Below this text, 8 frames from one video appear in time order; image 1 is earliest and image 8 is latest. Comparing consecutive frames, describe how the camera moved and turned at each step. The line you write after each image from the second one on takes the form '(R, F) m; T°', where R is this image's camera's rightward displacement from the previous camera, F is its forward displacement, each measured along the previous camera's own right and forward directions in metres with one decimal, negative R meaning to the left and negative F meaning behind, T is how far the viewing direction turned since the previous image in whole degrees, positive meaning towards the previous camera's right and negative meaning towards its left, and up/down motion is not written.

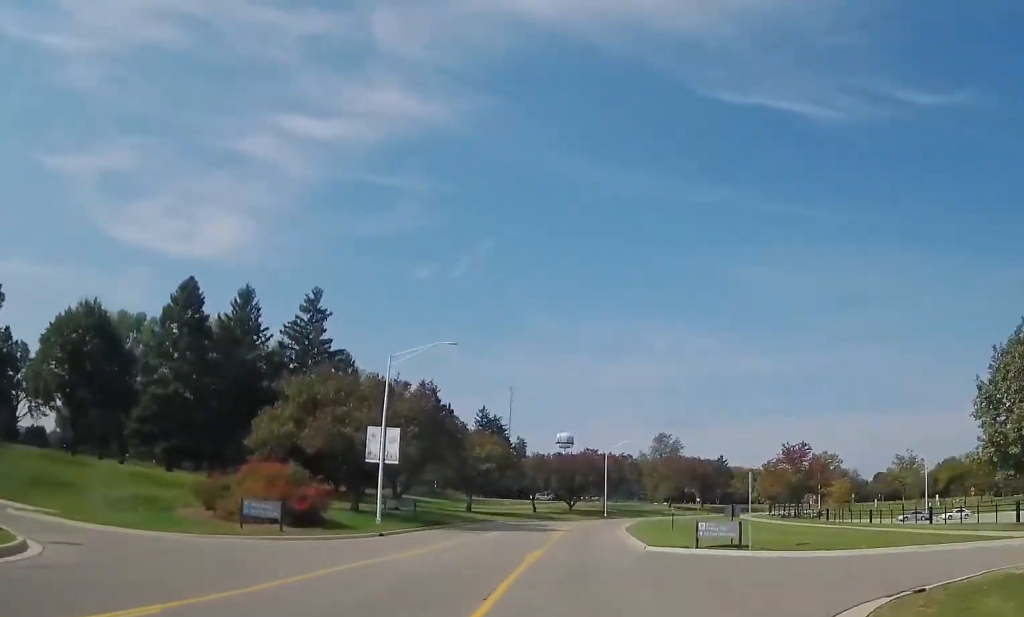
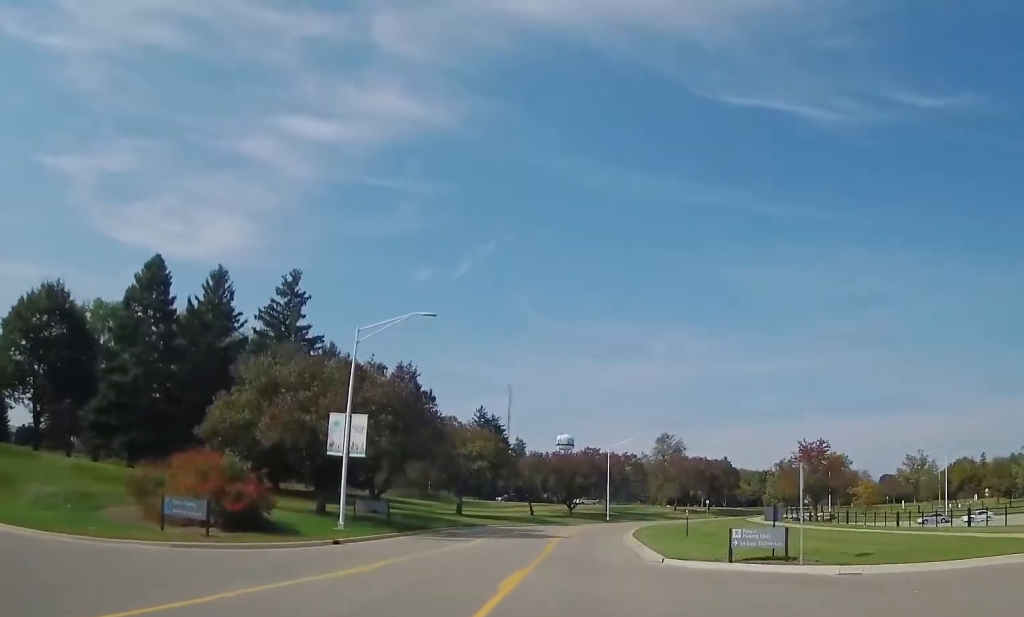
(+0.1, +5.9) m; -1°
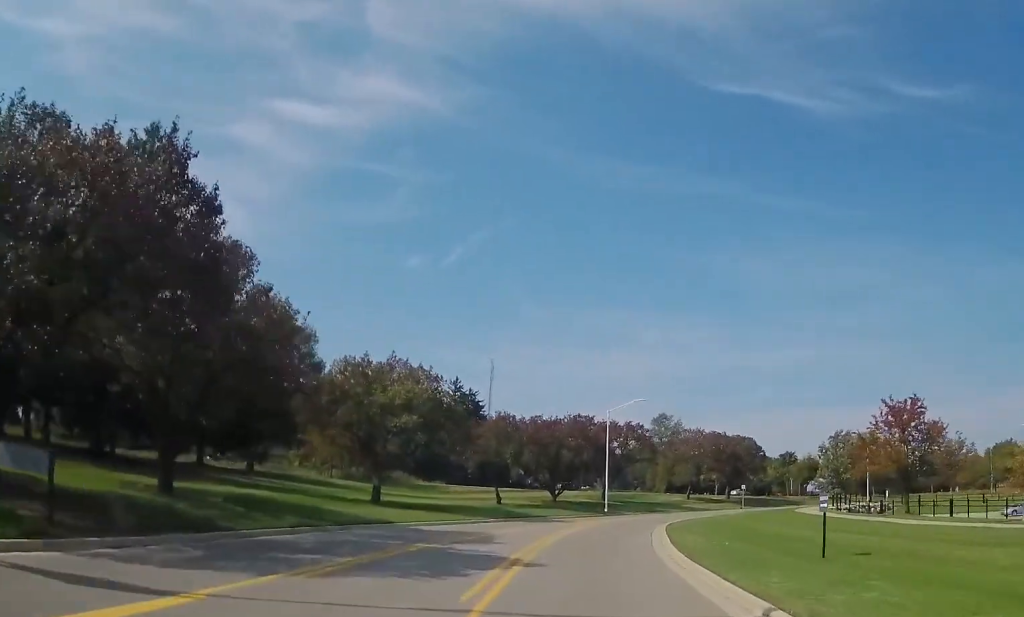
(-0.9, +23.7) m; 0°
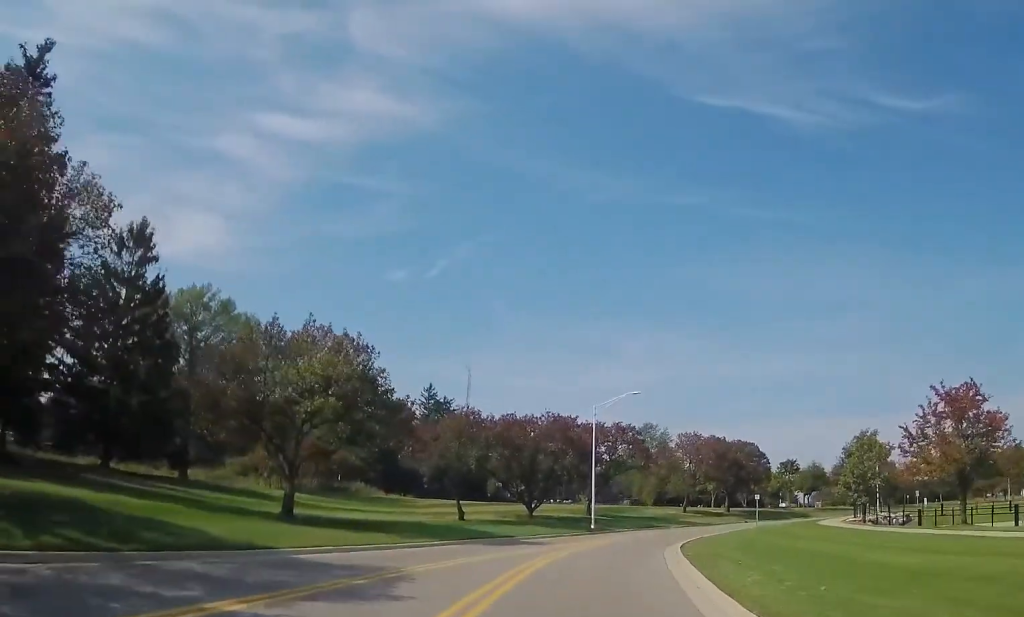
(+0.4, +10.4) m; +2°
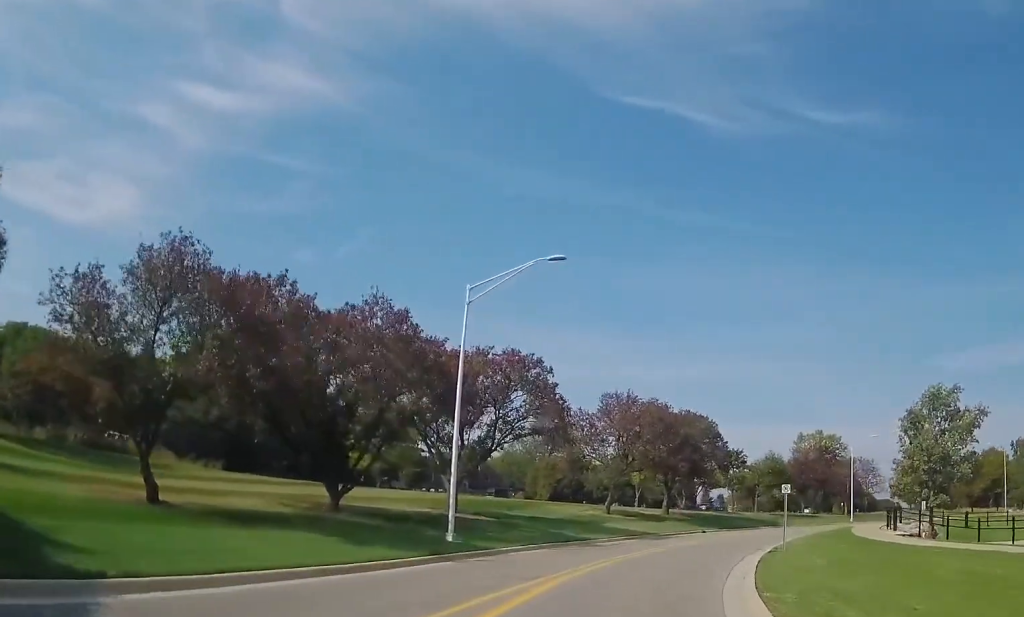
(+1.2, +26.7) m; +7°
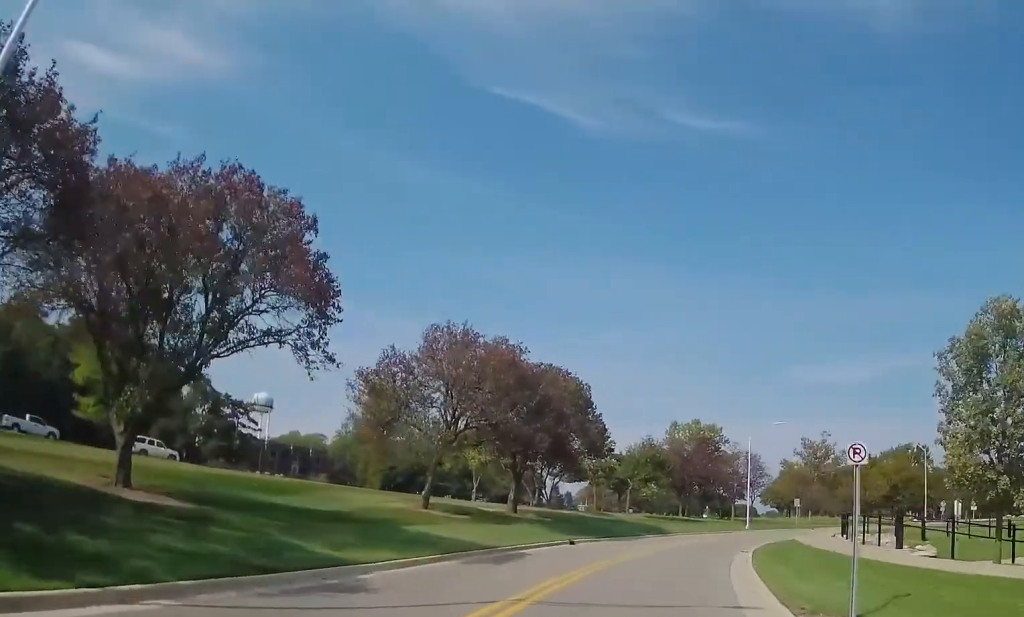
(+1.1, +17.6) m; +12°
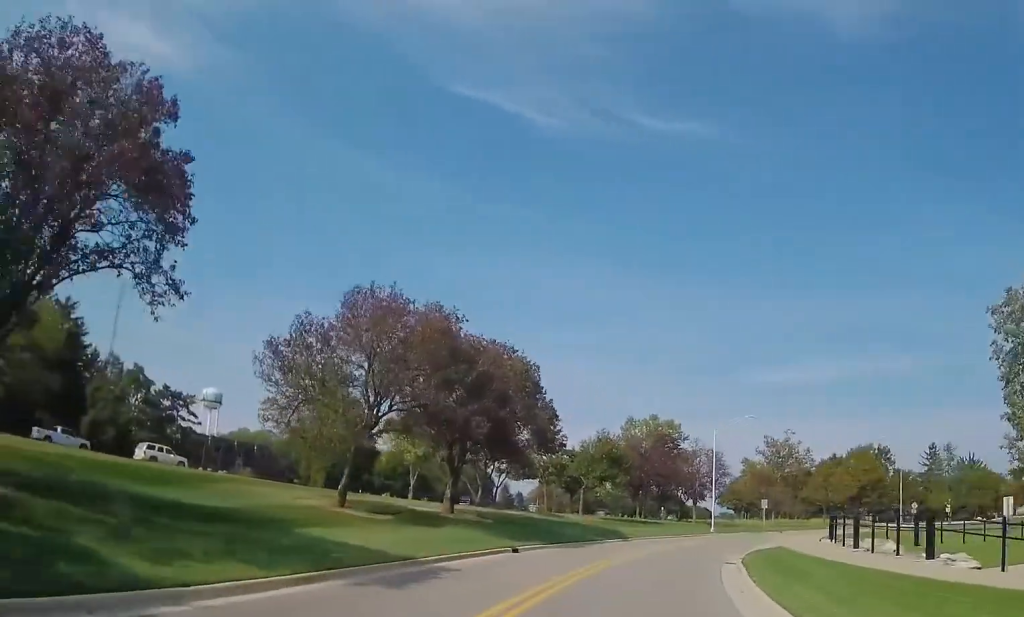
(+0.7, +5.7) m; +4°
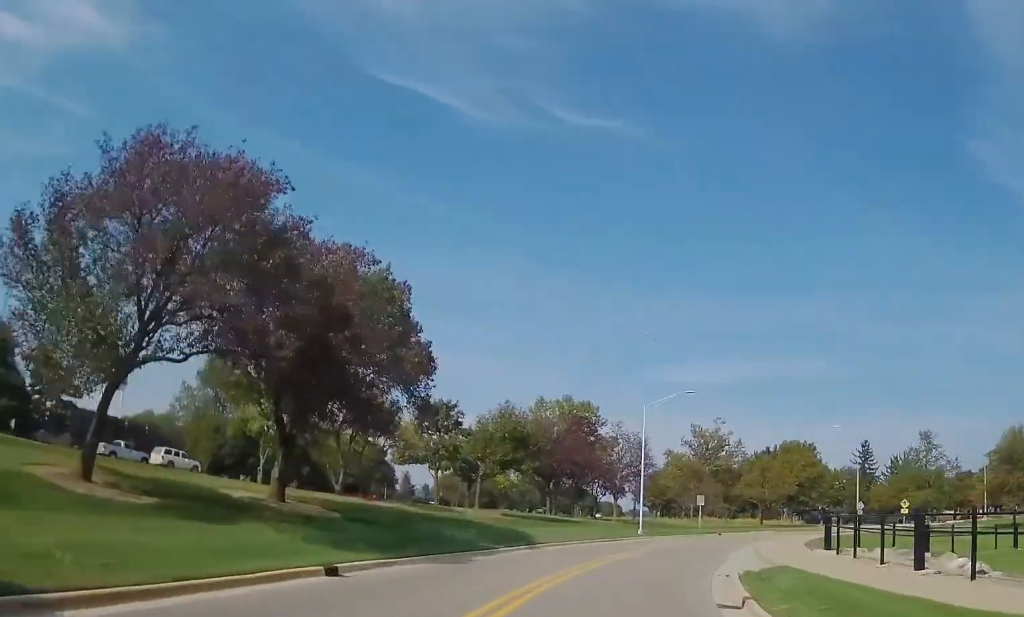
(+0.8, +11.6) m; +7°
